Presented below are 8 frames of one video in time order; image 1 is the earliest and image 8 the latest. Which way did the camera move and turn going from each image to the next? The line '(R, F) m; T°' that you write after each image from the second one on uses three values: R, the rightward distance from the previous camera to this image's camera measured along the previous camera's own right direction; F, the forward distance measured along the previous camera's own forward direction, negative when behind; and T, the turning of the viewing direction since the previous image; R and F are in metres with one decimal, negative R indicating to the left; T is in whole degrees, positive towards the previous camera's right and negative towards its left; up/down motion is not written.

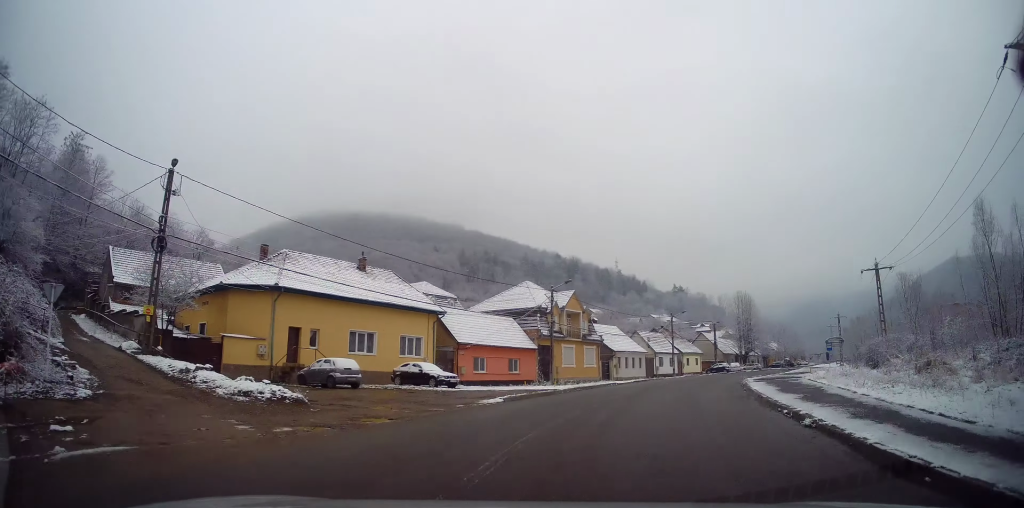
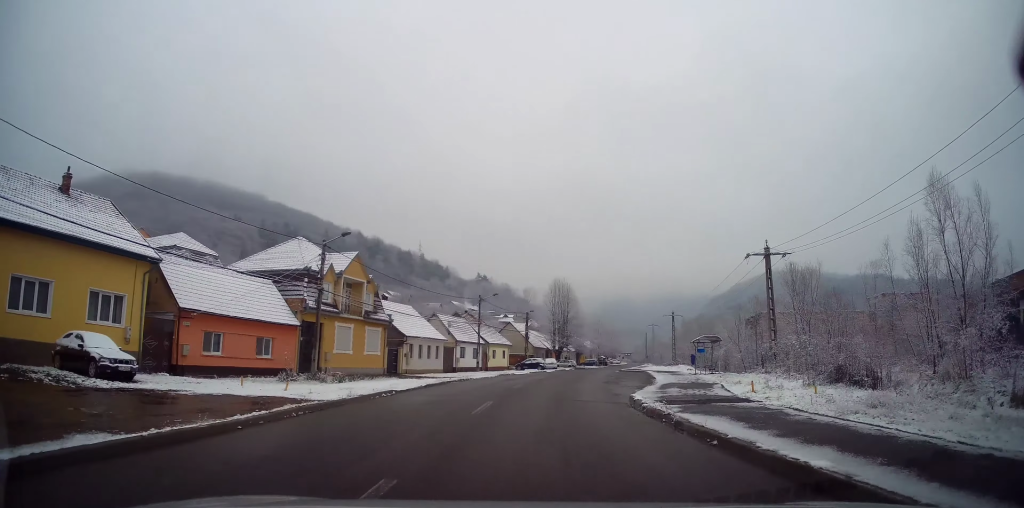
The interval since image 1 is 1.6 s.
(+2.1, +13.0) m; +17°
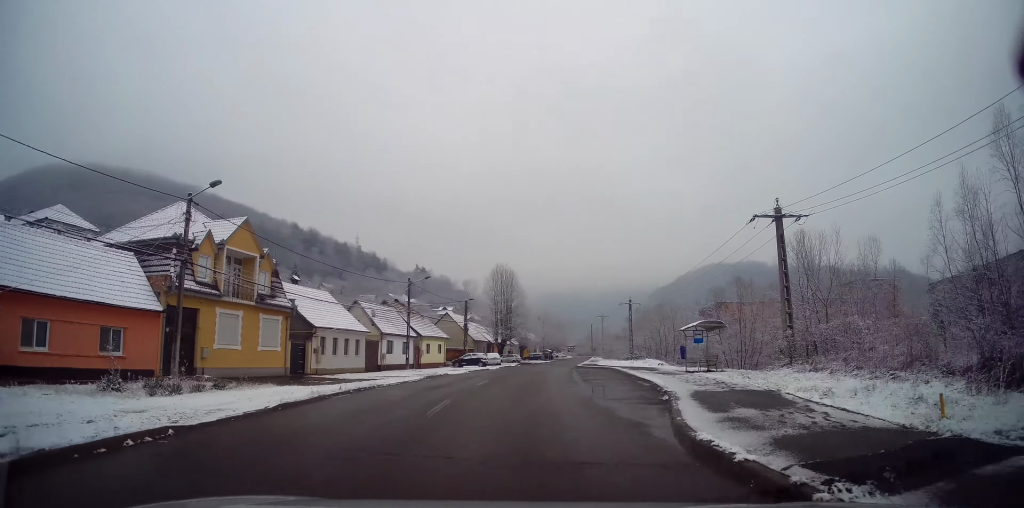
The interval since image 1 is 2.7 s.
(+0.8, +9.3) m; +9°
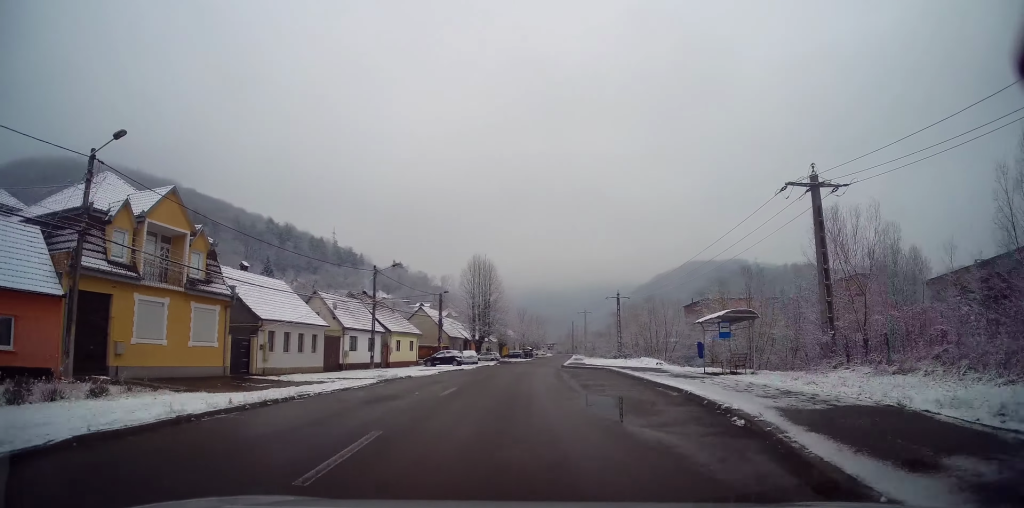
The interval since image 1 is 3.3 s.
(+0.5, +5.8) m; +3°
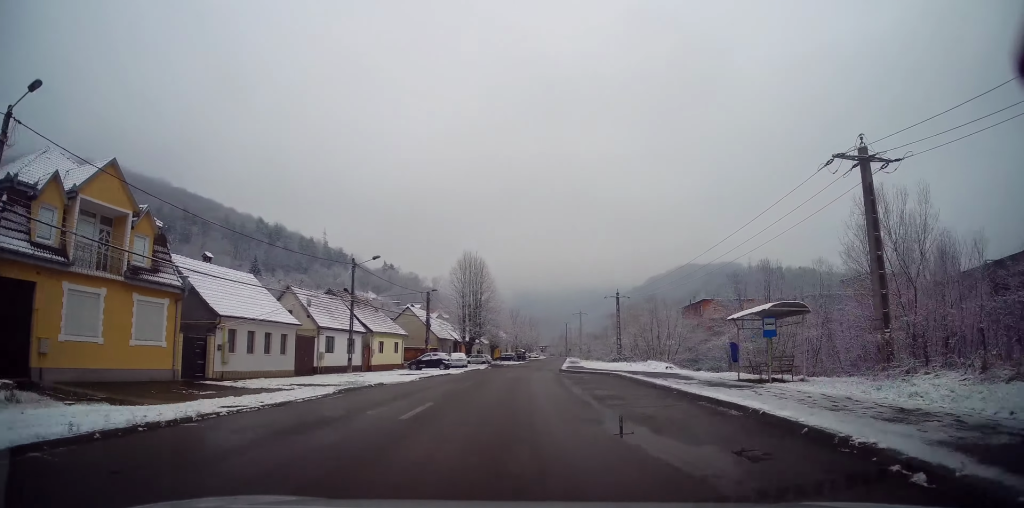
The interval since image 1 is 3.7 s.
(-0.1, +4.6) m; +1°
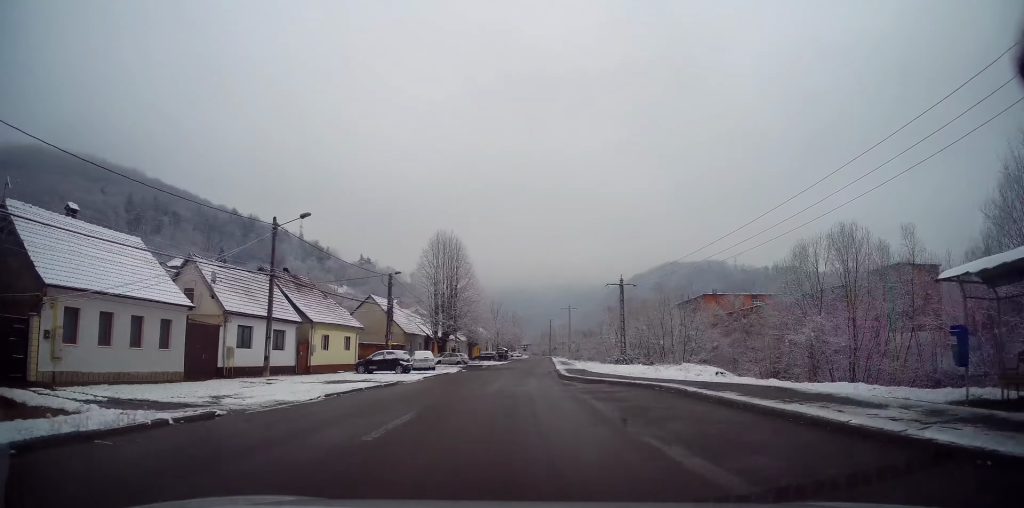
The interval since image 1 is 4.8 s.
(+0.2, +11.9) m; +2°
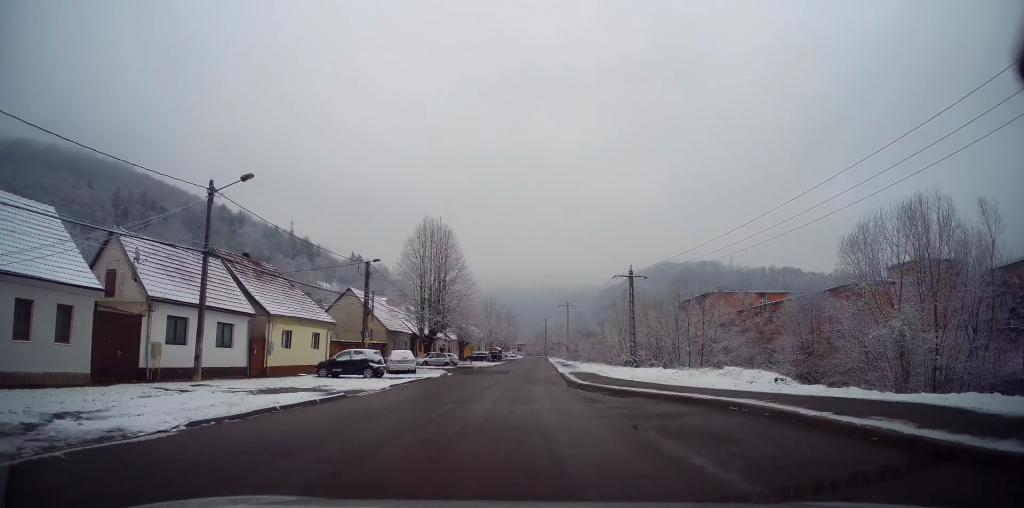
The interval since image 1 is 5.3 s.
(+0.2, +6.2) m; +1°
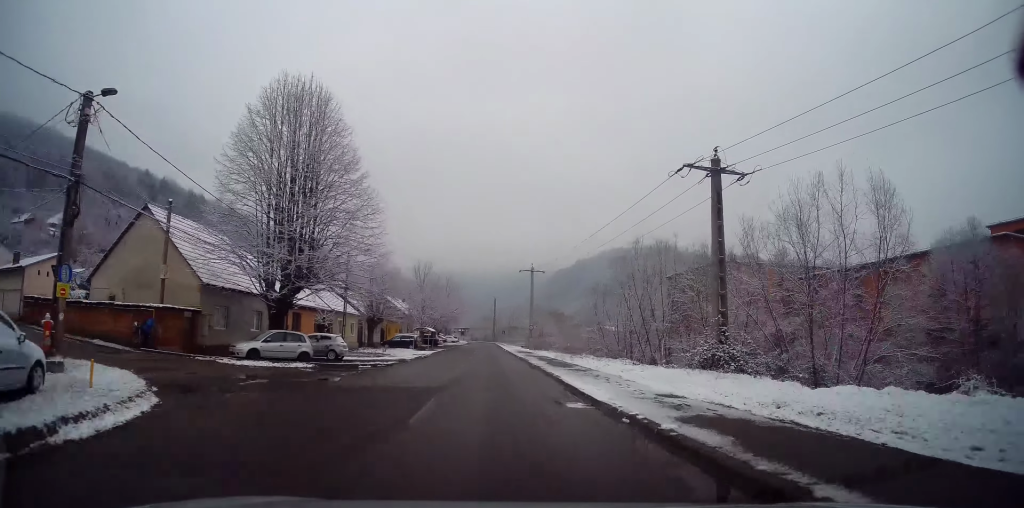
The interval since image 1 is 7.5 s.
(+0.8, +25.7) m; +5°
